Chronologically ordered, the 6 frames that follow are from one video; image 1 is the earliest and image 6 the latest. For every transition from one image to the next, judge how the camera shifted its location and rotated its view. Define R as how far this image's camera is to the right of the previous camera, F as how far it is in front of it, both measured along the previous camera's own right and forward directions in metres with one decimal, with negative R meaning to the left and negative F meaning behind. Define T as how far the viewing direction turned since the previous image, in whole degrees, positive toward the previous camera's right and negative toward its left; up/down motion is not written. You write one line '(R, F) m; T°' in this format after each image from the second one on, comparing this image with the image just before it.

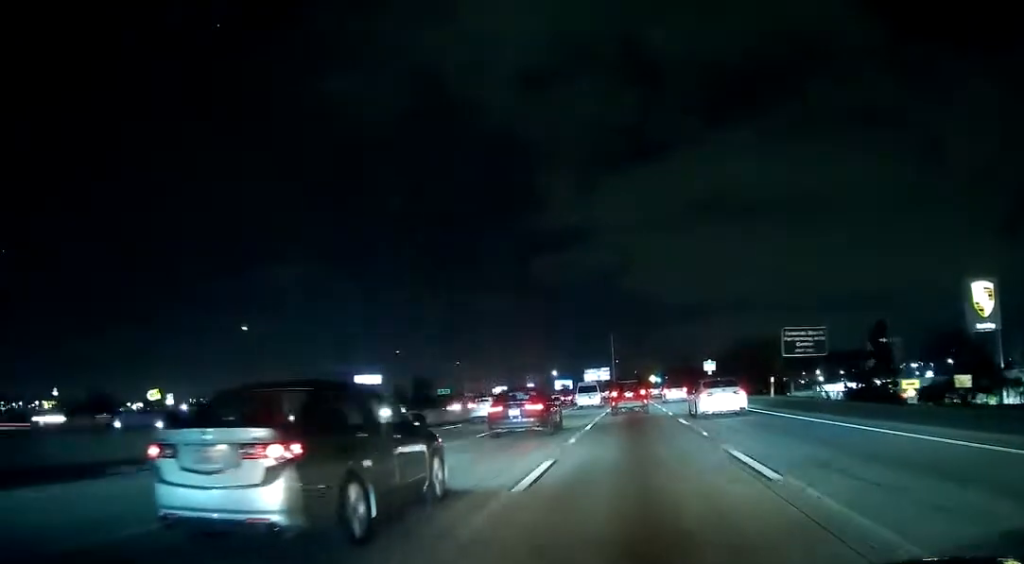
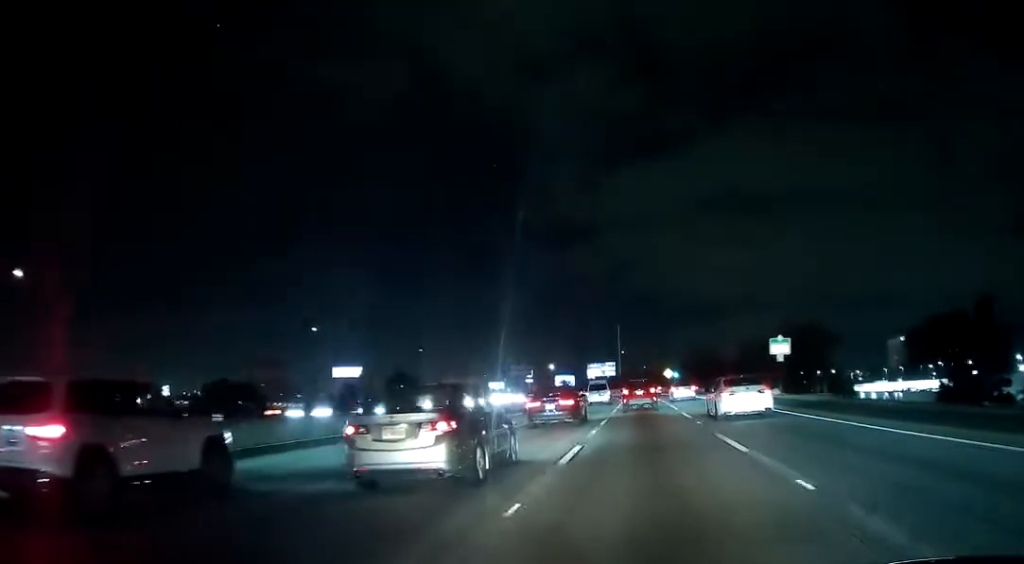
(0.0, +40.2) m; 0°
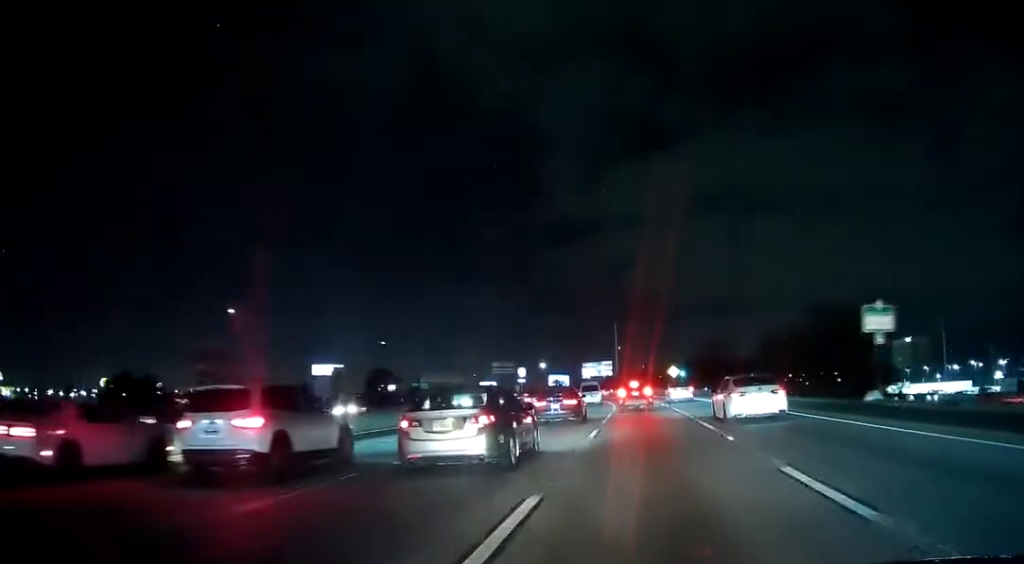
(0.0, +22.2) m; -1°
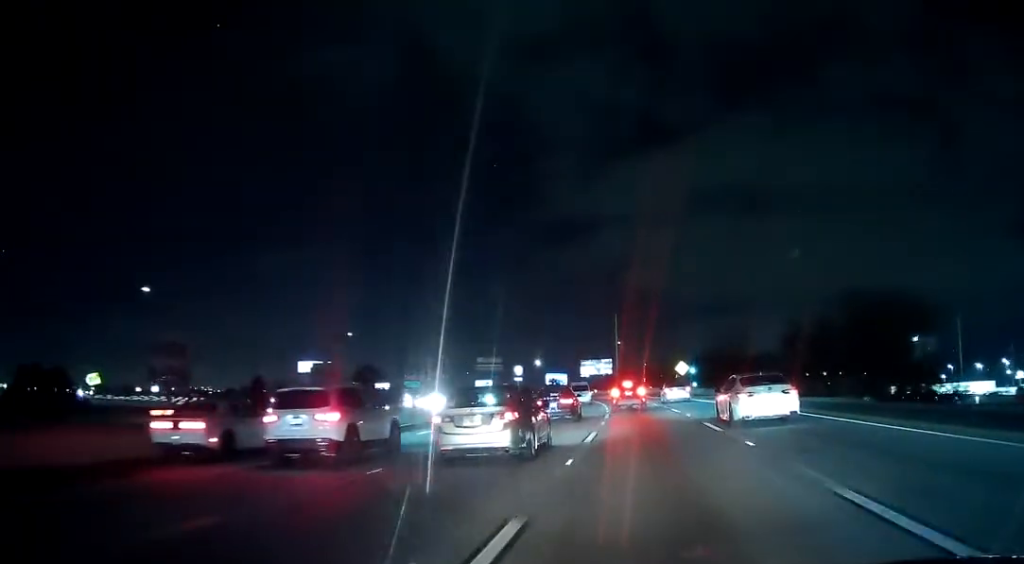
(0.0, +16.7) m; -1°
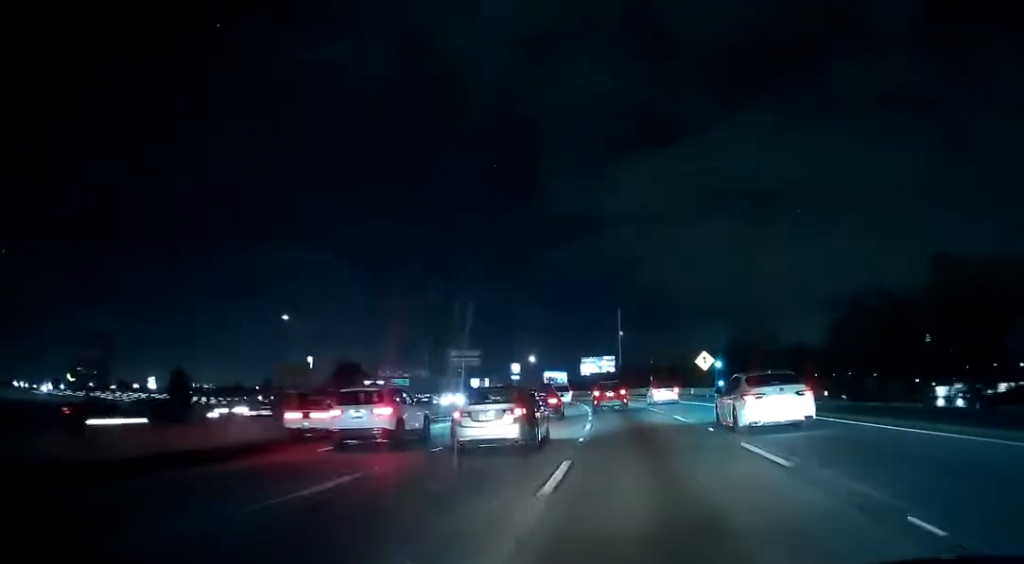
(-0.5, +23.8) m; 0°
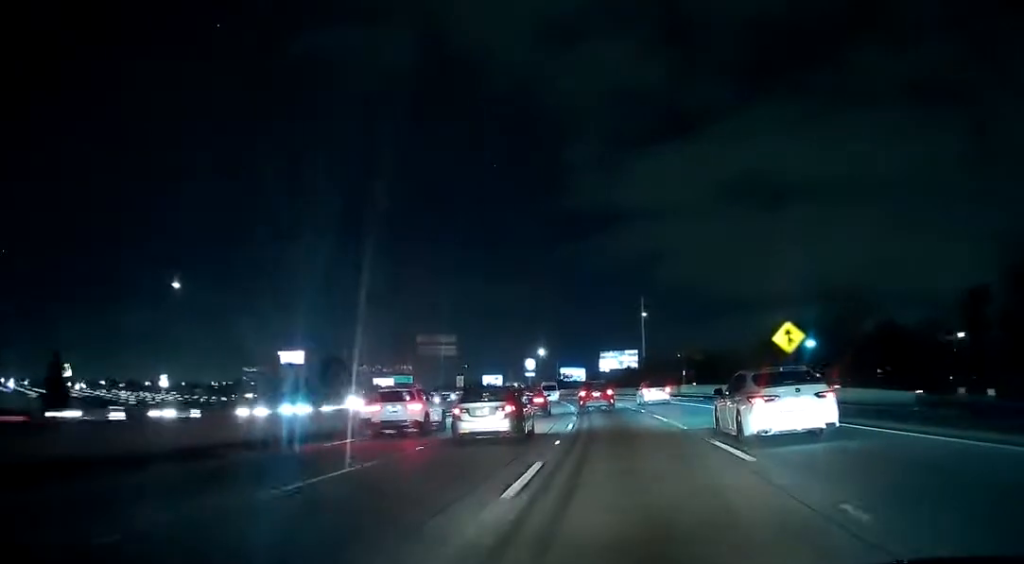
(+0.4, +28.4) m; -1°
